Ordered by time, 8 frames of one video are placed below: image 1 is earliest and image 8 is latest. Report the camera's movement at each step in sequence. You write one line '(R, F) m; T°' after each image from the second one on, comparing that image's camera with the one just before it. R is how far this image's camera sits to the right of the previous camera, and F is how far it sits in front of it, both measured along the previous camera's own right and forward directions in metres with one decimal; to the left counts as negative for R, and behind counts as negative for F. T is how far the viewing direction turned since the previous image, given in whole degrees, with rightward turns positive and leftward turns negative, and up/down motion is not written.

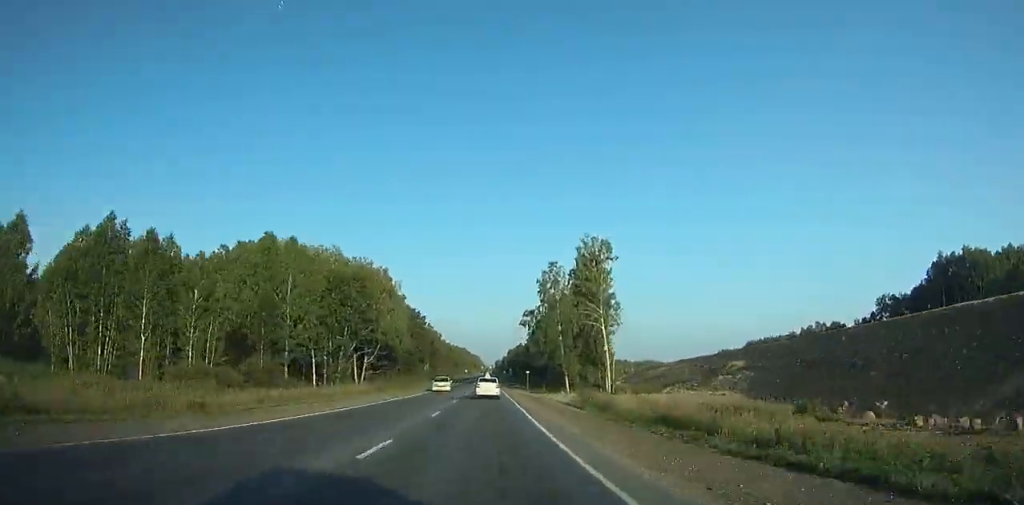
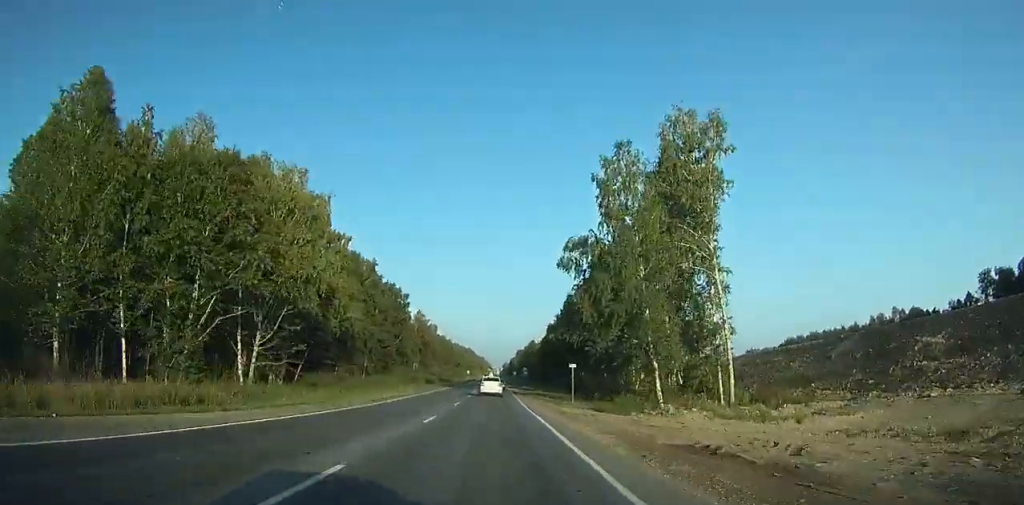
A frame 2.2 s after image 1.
(-0.7, +48.6) m; +1°
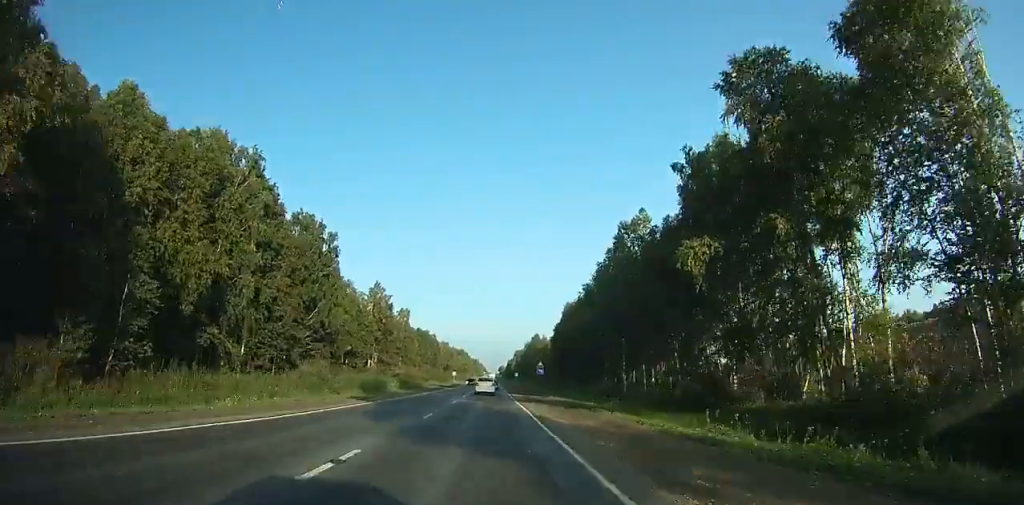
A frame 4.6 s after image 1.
(-0.9, +51.1) m; +4°
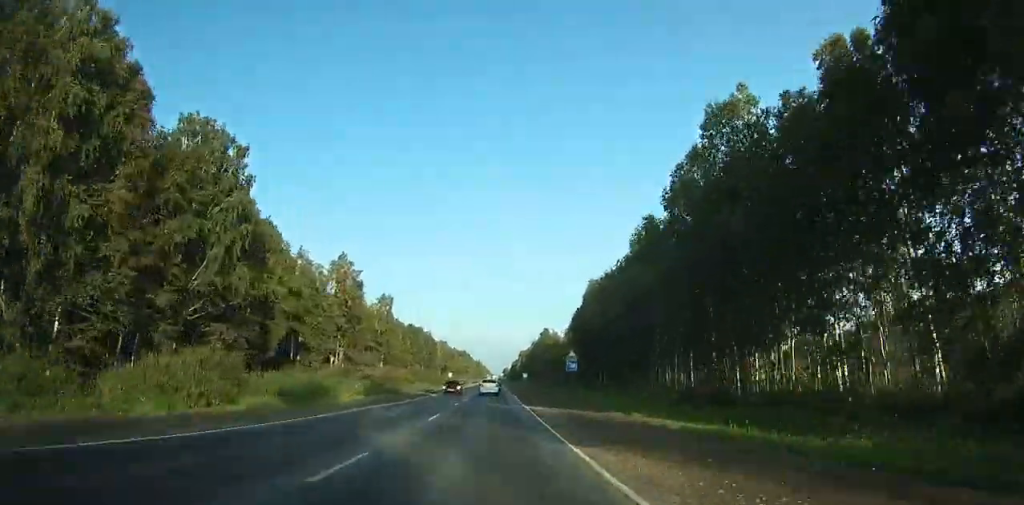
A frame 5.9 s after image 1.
(+2.9, +16.2) m; +1°
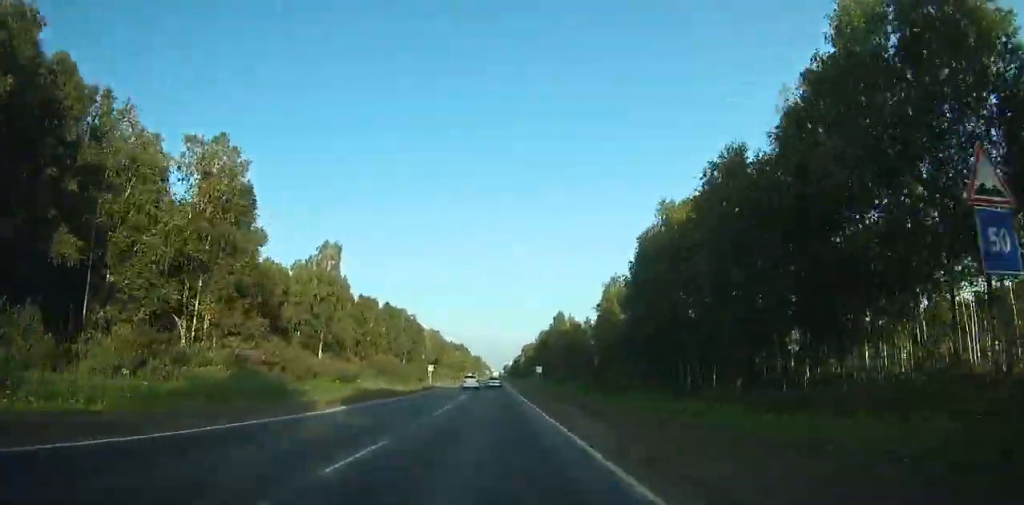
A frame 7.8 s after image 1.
(+2.2, +25.9) m; 0°
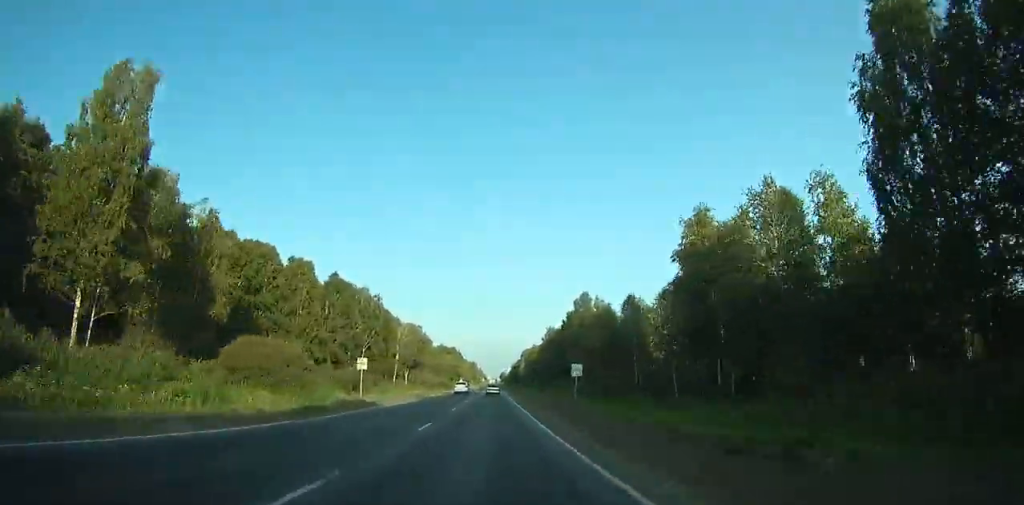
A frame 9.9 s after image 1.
(-3.0, +36.1) m; -4°
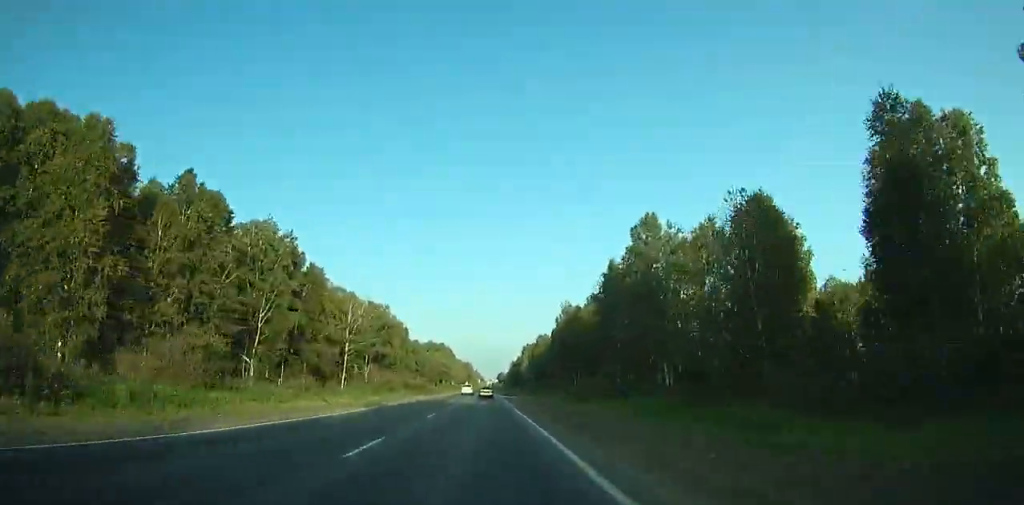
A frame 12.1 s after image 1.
(-0.5, +36.8) m; -1°
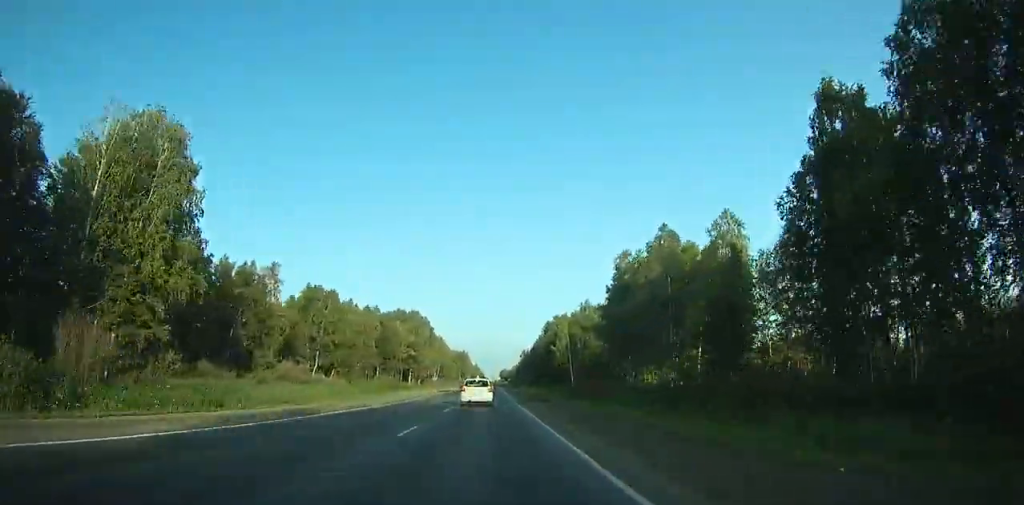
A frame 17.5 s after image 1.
(-0.9, +91.9) m; -3°
